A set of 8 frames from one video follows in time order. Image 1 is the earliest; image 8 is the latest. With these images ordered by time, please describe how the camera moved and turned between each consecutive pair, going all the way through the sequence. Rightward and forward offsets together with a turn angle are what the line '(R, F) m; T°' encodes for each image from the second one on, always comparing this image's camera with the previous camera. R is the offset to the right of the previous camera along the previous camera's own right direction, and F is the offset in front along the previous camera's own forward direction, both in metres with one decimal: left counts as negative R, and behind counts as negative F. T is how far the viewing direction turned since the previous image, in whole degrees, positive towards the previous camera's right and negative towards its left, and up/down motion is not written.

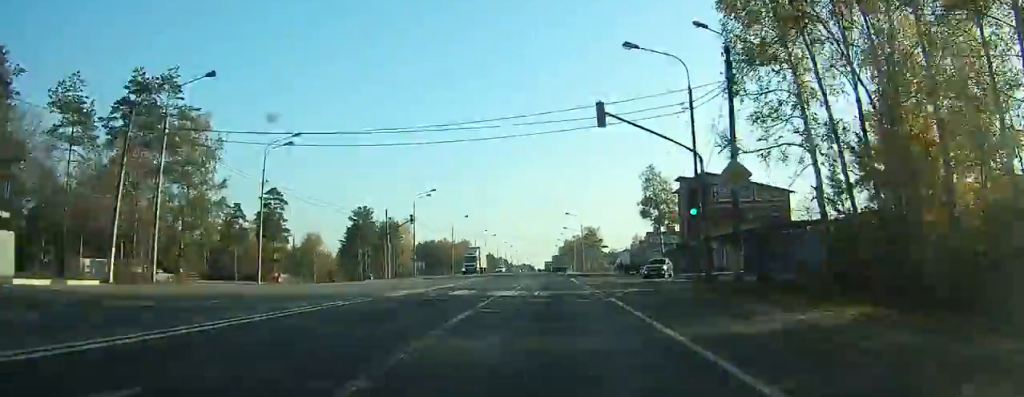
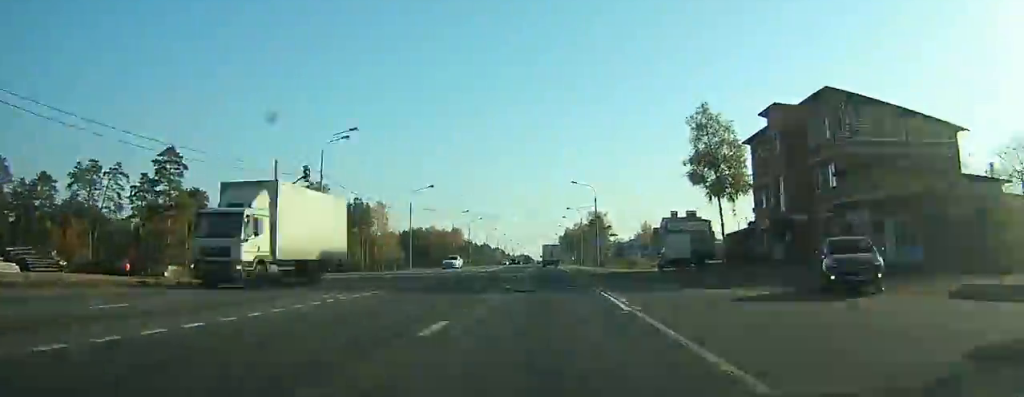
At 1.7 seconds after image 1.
(-0.1, +31.8) m; 0°
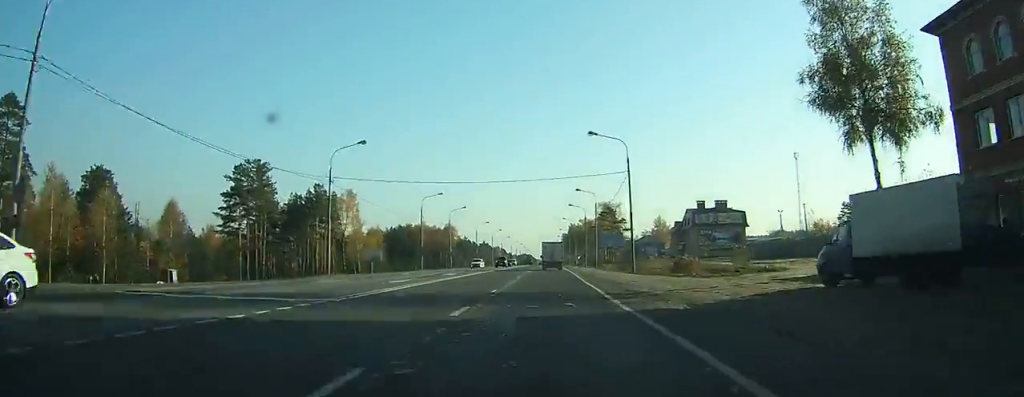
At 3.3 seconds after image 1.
(0.0, +28.4) m; 0°
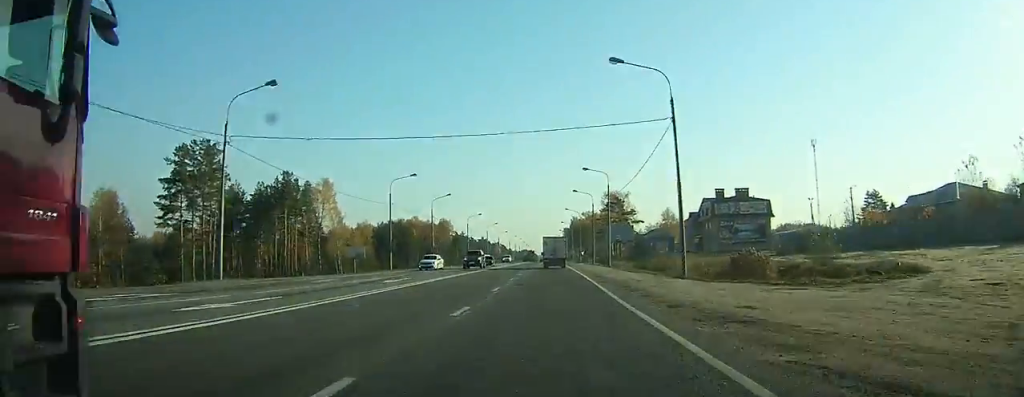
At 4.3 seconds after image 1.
(0.0, +16.2) m; 0°
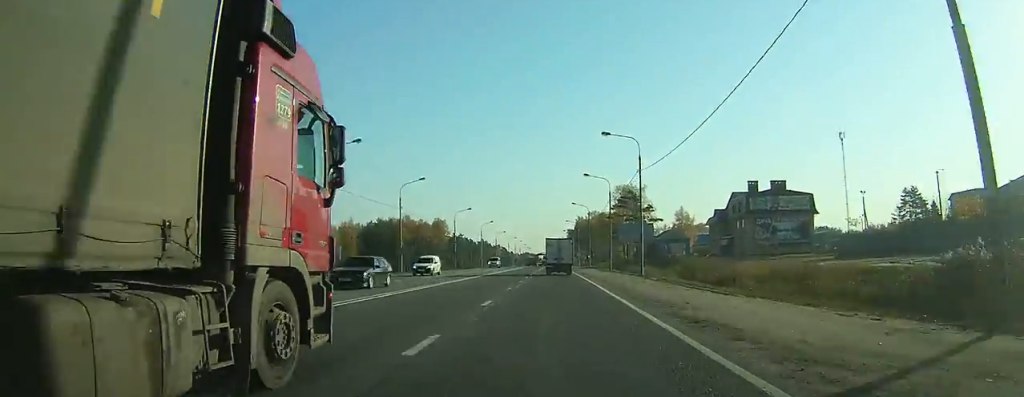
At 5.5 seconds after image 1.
(0.0, +20.1) m; 0°
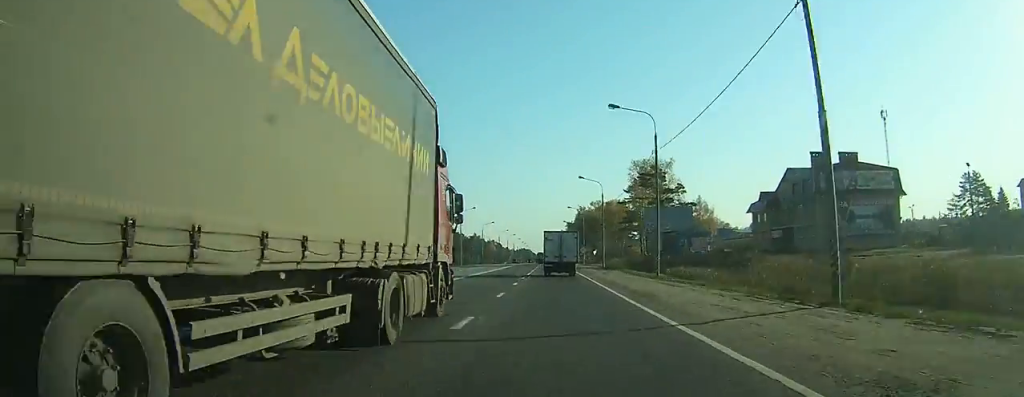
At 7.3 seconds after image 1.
(0.0, +29.5) m; 0°
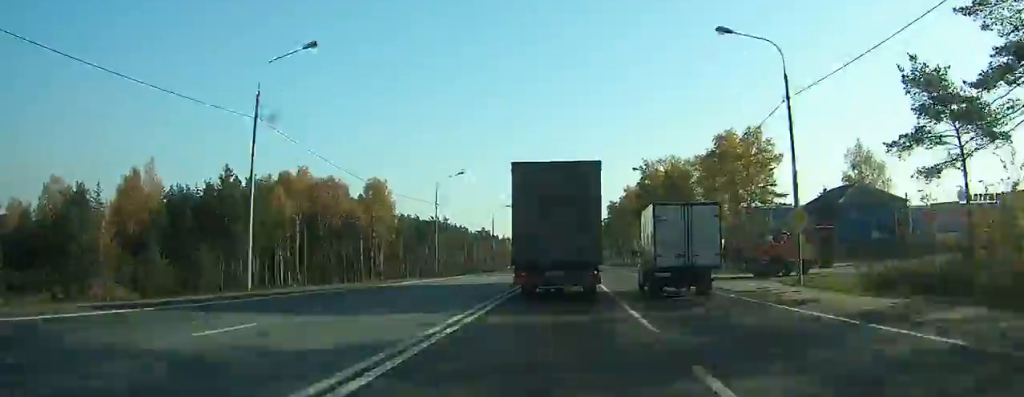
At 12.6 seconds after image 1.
(-1.7, +87.6) m; -2°
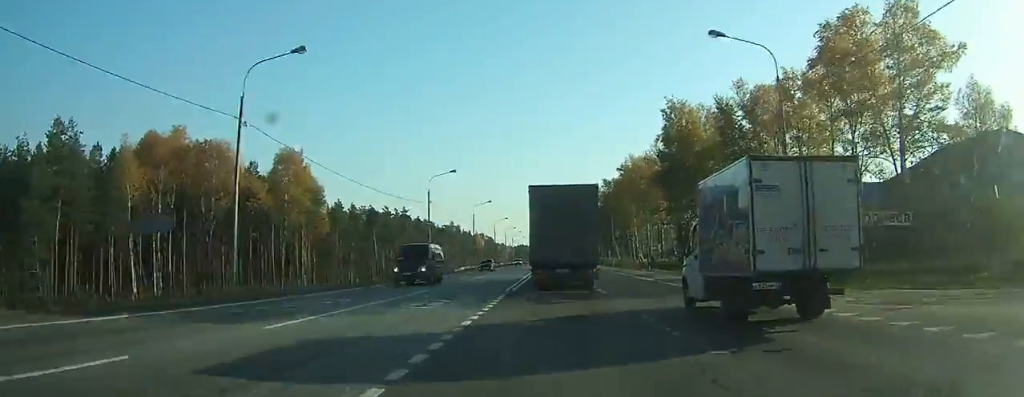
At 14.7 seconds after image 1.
(+0.4, +36.8) m; +1°
